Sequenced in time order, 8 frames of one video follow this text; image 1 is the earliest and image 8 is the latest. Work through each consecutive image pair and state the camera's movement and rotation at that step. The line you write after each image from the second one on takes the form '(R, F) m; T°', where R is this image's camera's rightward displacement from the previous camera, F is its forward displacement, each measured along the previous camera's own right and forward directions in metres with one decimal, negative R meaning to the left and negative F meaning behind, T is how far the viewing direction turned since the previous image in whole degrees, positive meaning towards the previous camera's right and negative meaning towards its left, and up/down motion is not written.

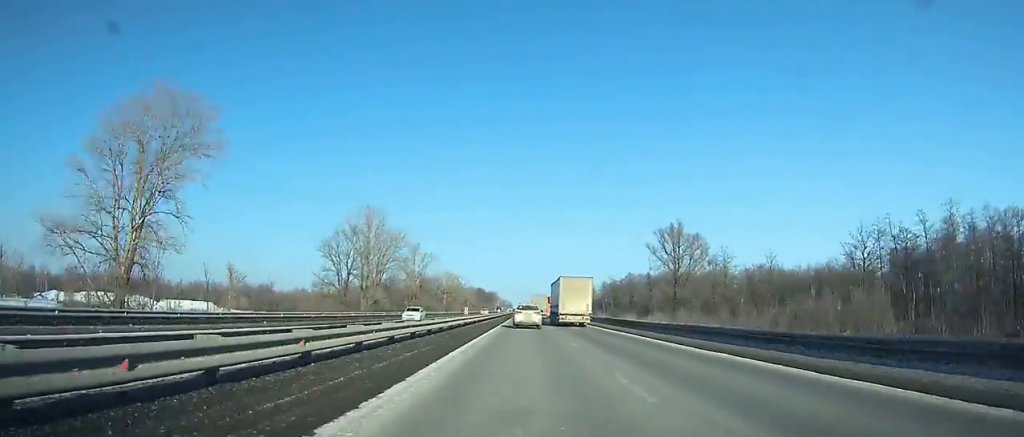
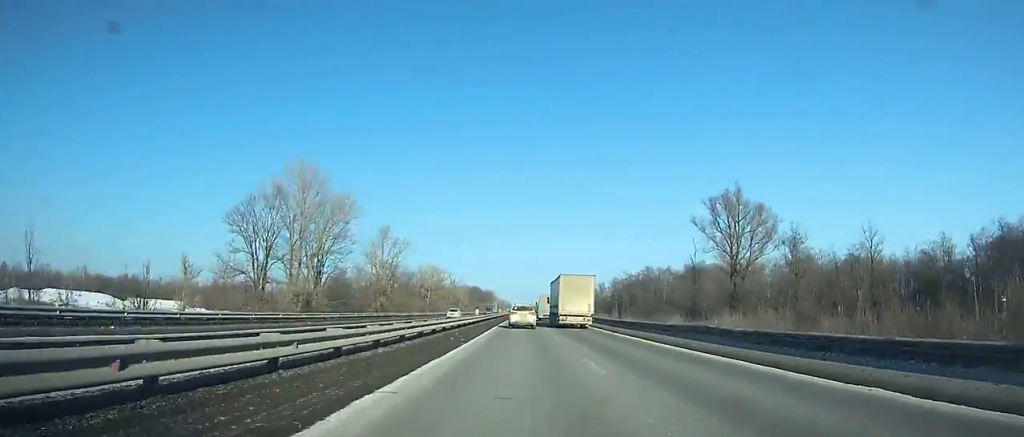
(-0.1, +33.0) m; 0°
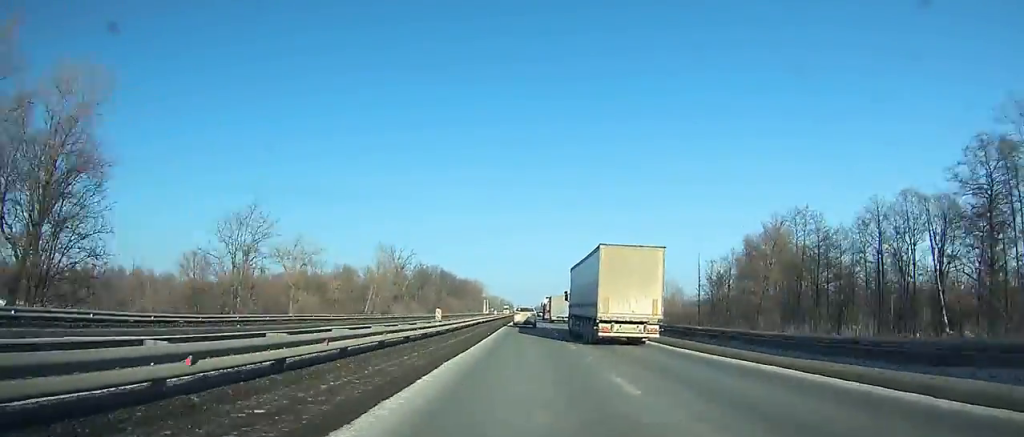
(-0.7, +149.3) m; 0°
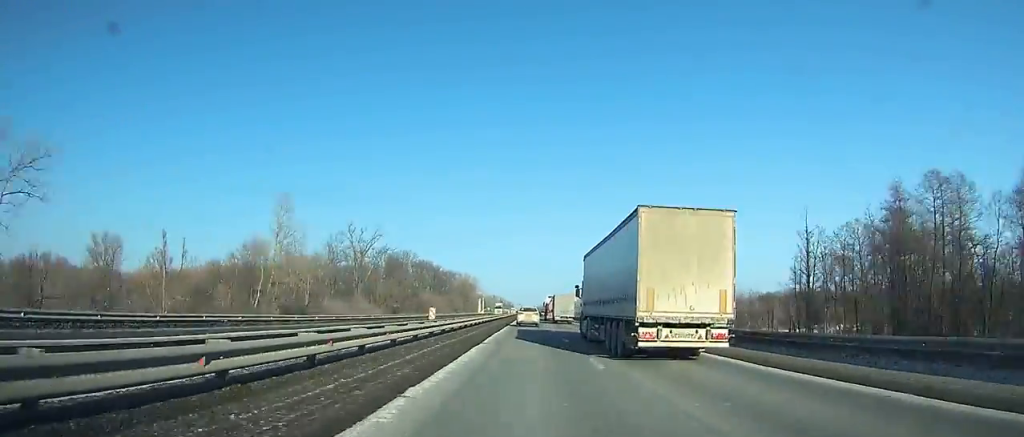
(0.0, +43.6) m; 0°
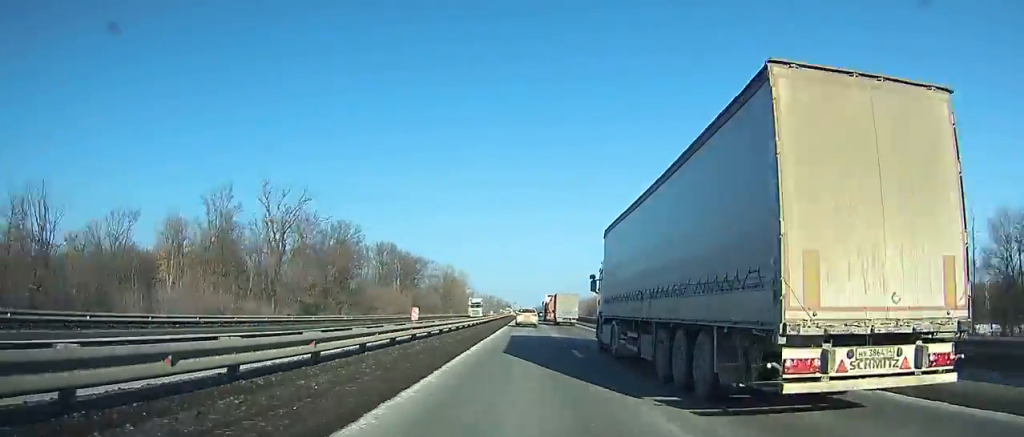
(0.0, +44.1) m; 0°
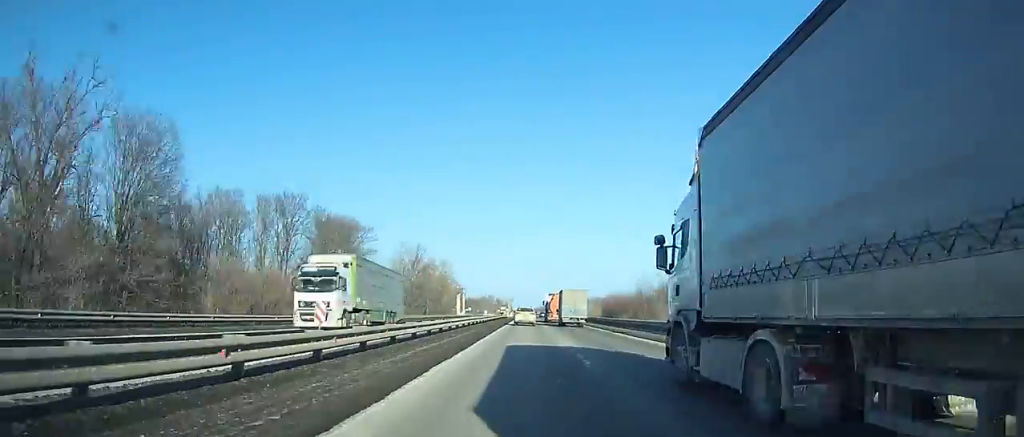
(+0.1, +50.1) m; 0°
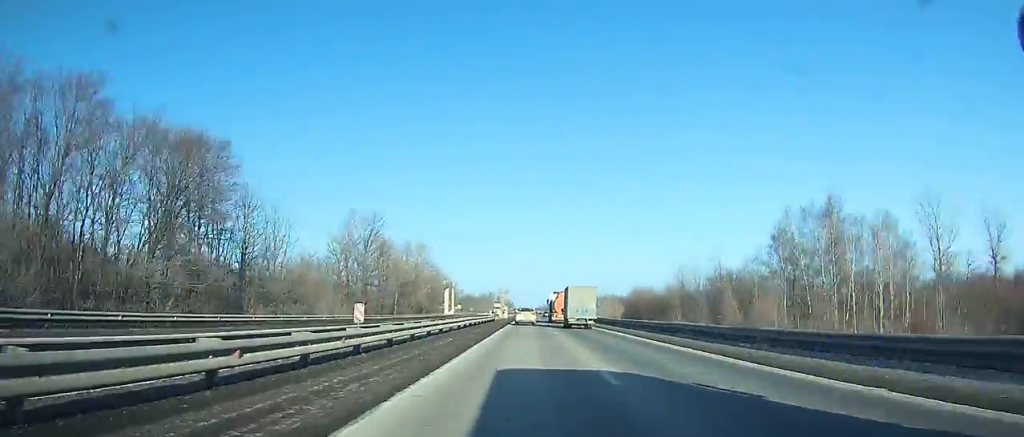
(0.0, +39.4) m; 0°
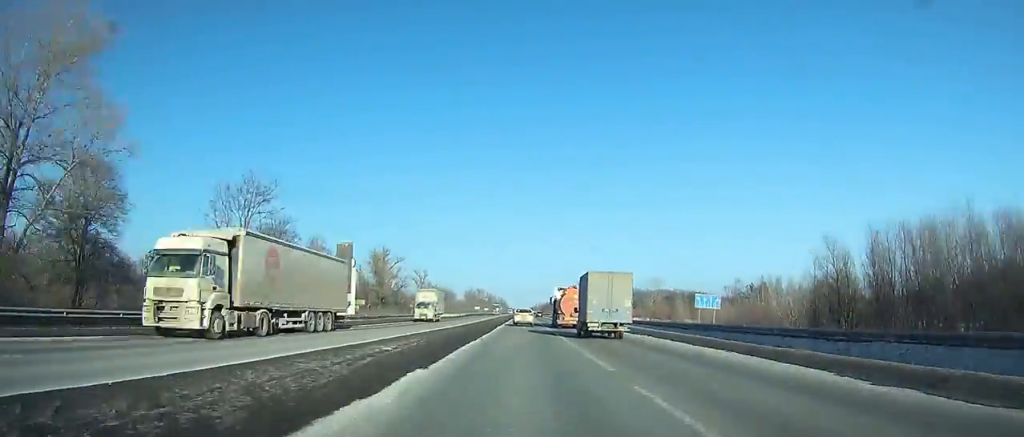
(-0.1, +104.6) m; 0°
